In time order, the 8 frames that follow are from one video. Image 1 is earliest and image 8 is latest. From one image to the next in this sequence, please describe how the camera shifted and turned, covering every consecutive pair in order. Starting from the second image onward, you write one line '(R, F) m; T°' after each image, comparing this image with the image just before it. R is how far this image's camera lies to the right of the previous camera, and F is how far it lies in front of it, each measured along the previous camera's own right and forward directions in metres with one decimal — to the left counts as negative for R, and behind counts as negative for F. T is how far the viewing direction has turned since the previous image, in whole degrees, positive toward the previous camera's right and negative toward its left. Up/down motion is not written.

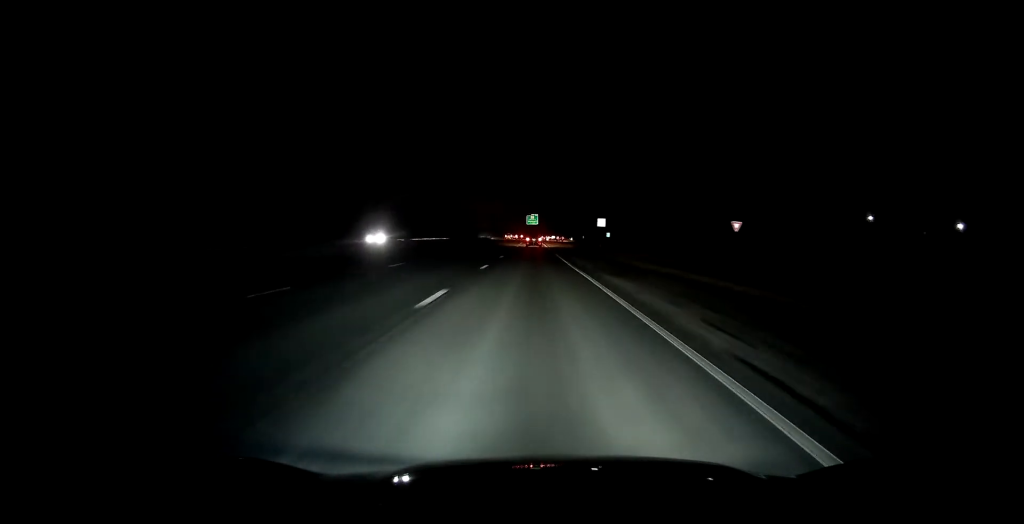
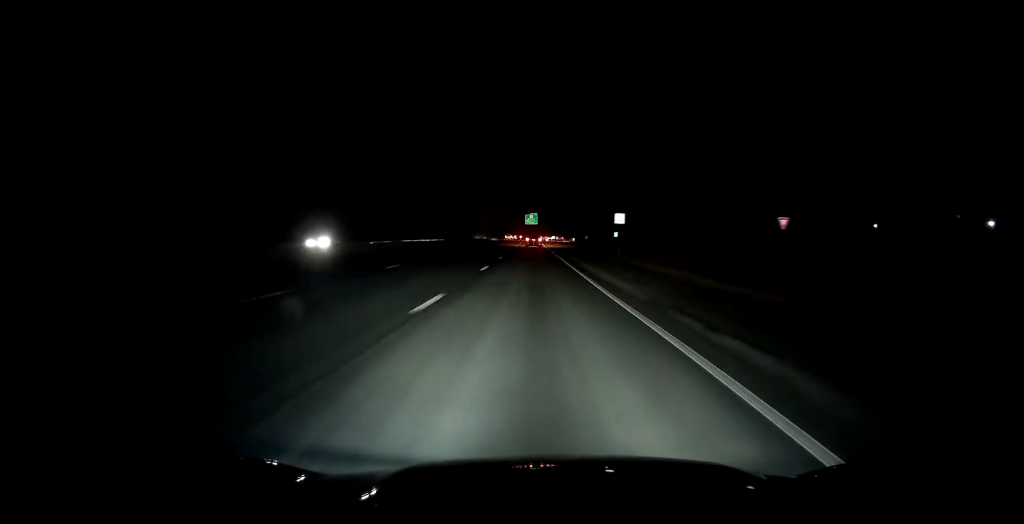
(-0.1, +13.0) m; 0°
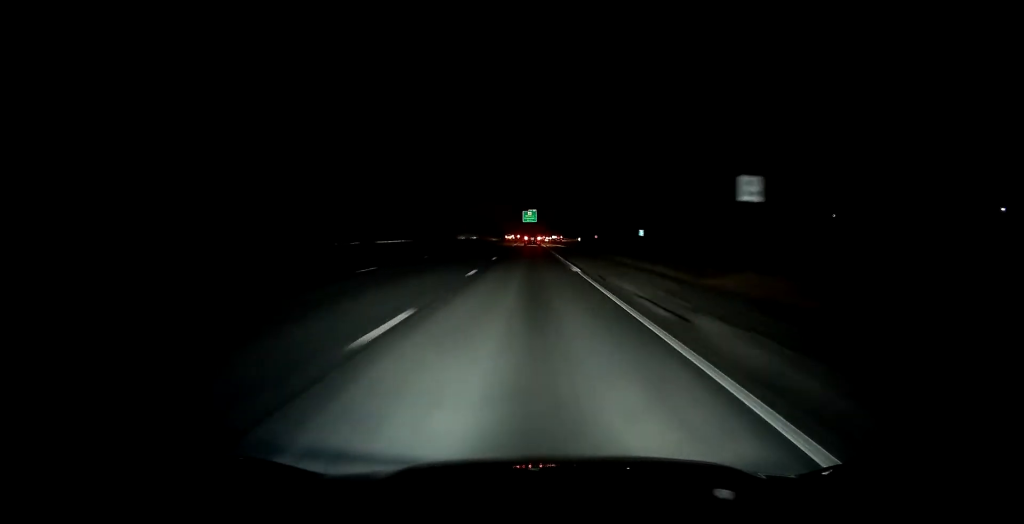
(+0.2, +27.8) m; 0°
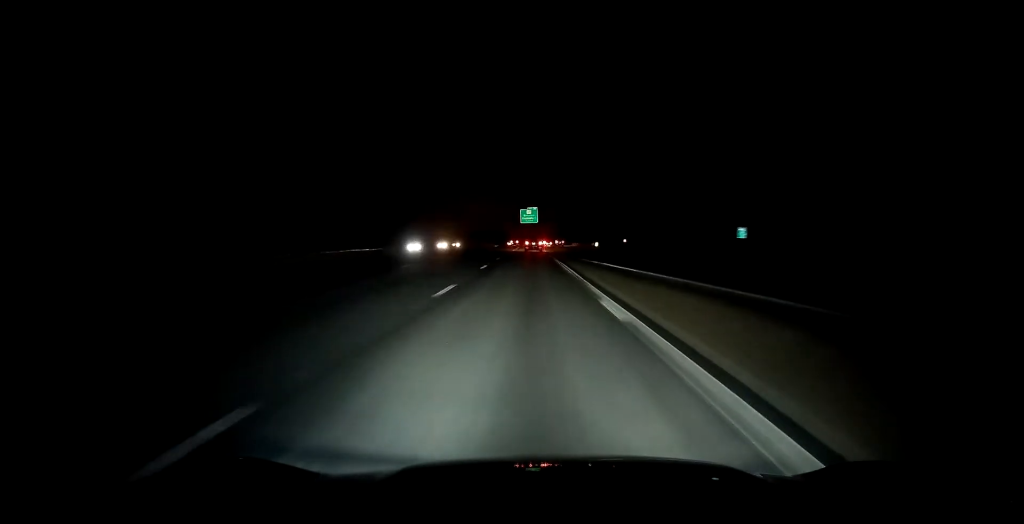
(+0.1, +41.4) m; 0°
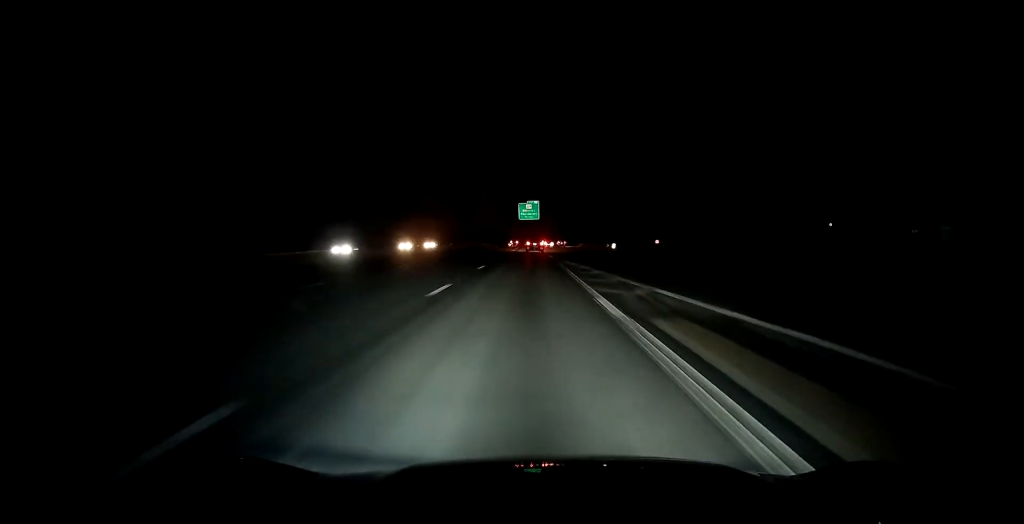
(0.0, +24.5) m; 0°
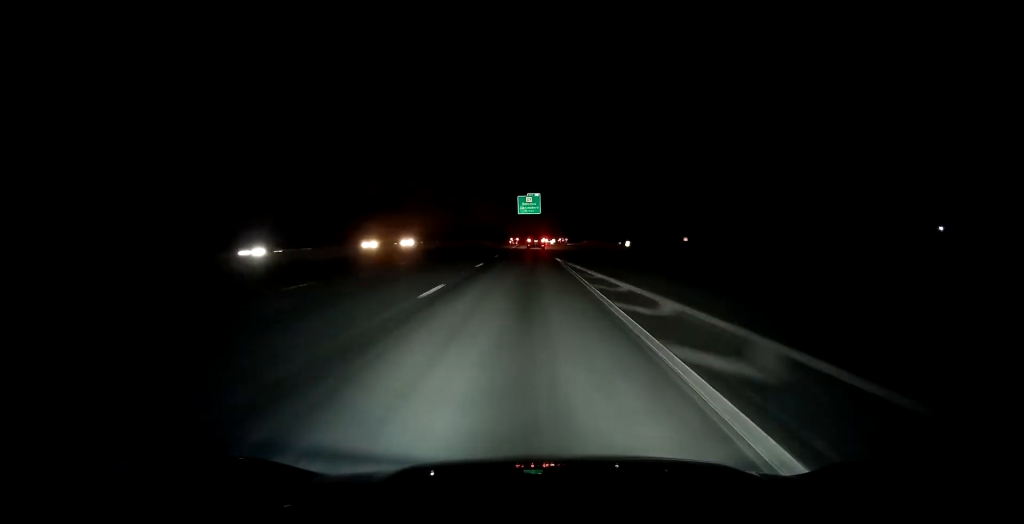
(0.0, +12.7) m; 0°
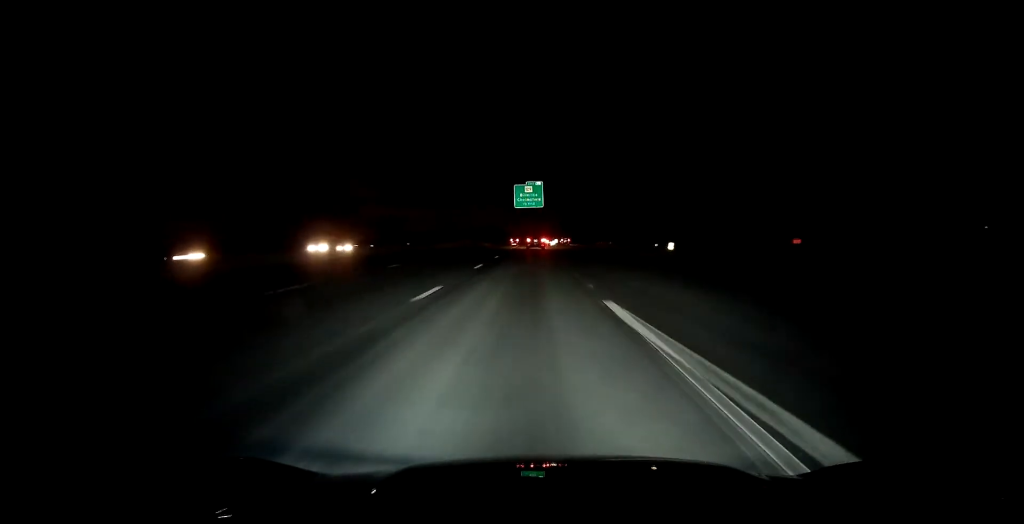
(0.0, +25.2) m; 0°
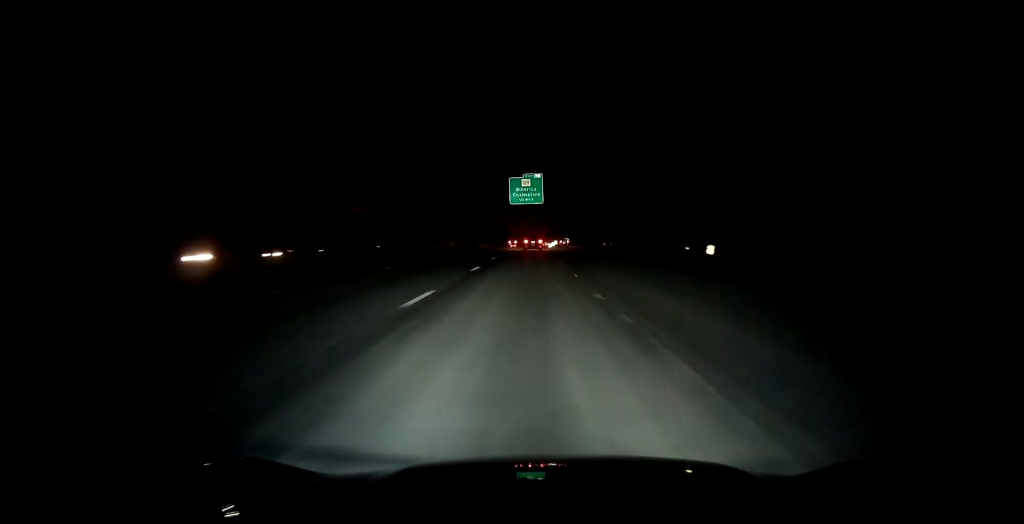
(0.0, +12.6) m; 0°
